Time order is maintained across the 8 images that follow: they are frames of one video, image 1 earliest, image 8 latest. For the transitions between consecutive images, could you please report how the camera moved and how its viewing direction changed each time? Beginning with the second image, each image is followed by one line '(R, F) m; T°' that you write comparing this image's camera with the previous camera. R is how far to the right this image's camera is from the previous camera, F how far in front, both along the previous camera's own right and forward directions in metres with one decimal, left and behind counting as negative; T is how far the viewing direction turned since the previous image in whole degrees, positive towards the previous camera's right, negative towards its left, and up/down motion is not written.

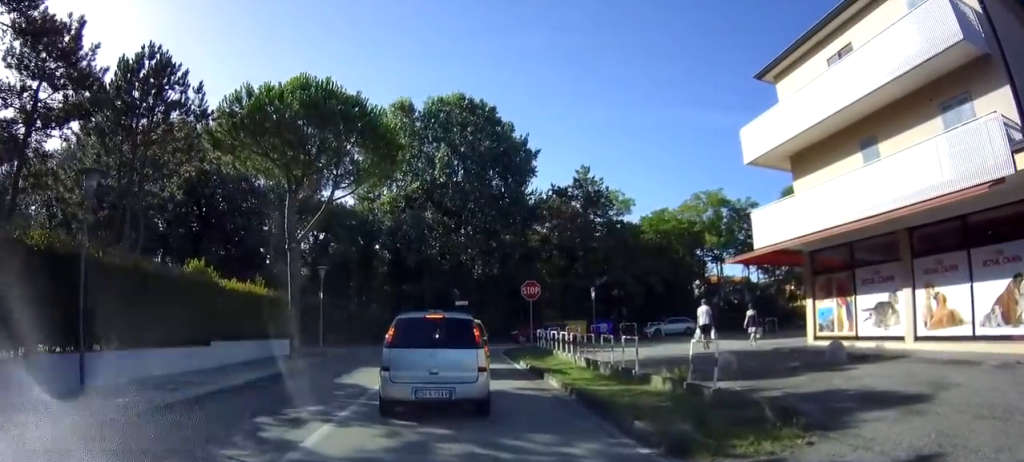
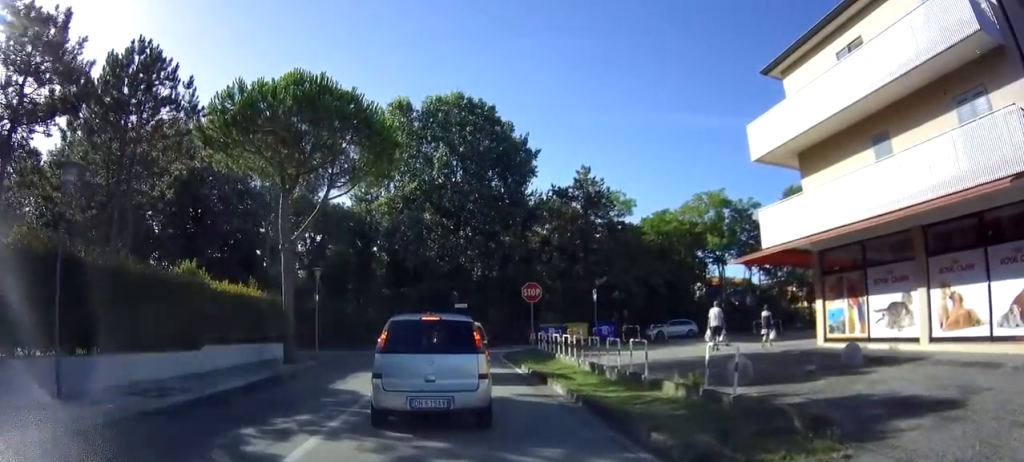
(0.0, +0.6) m; 0°
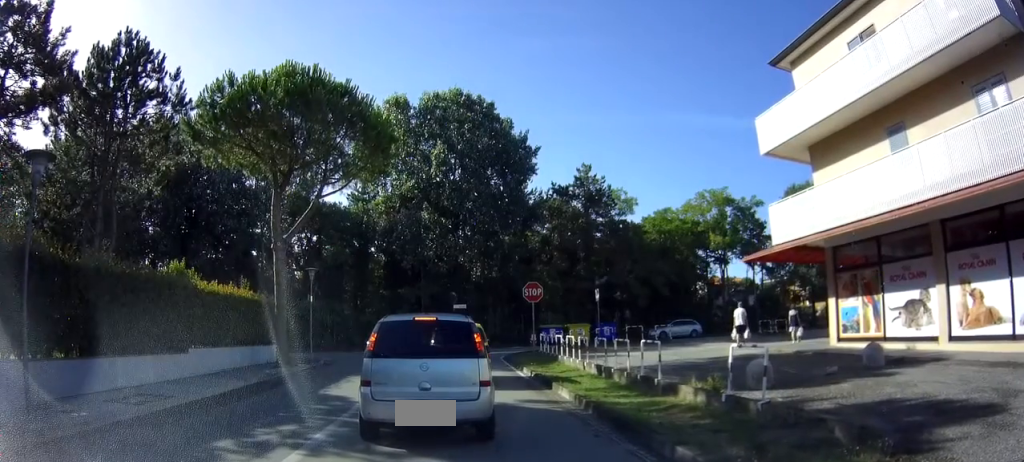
(+0.1, +0.7) m; 0°
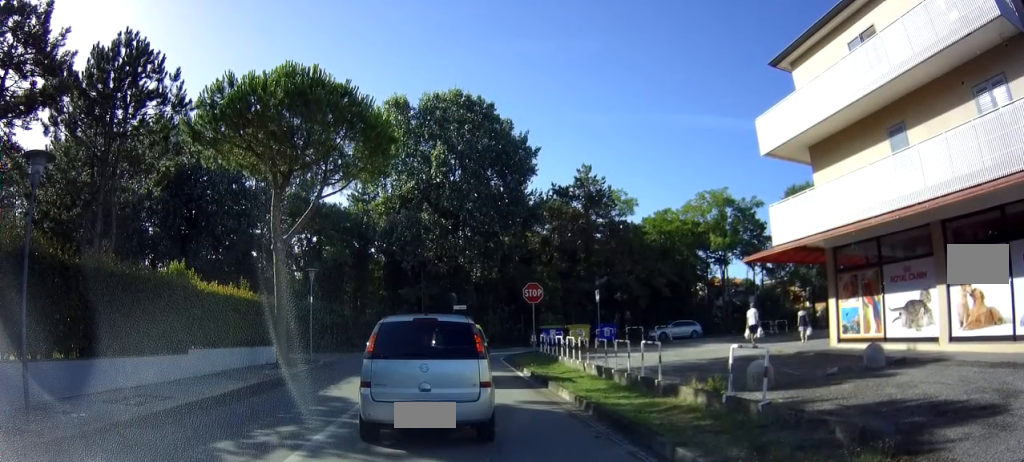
(0.0, 0.0) m; 0°
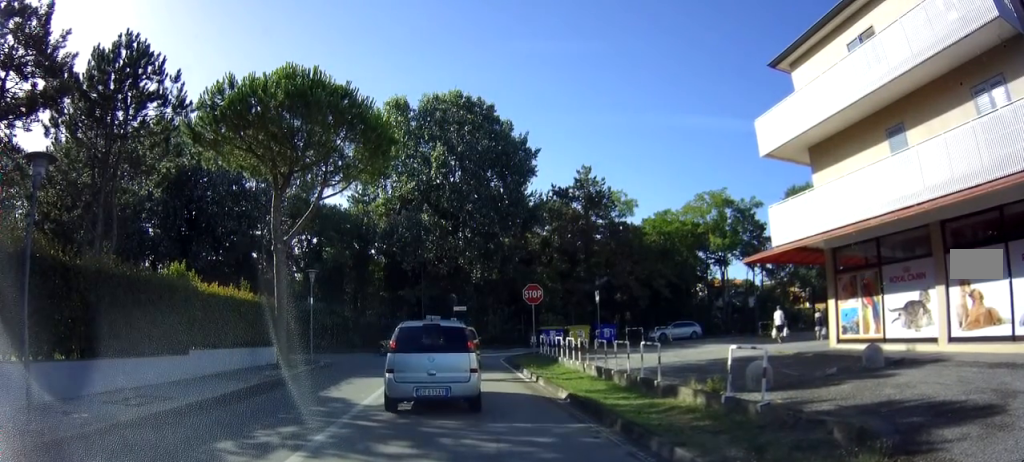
(0.0, 0.0) m; 0°
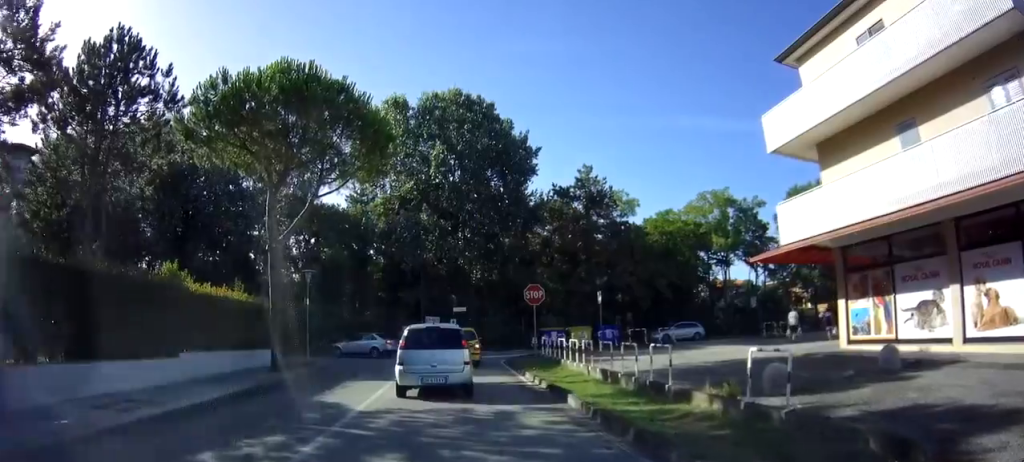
(0.0, +0.3) m; 0°
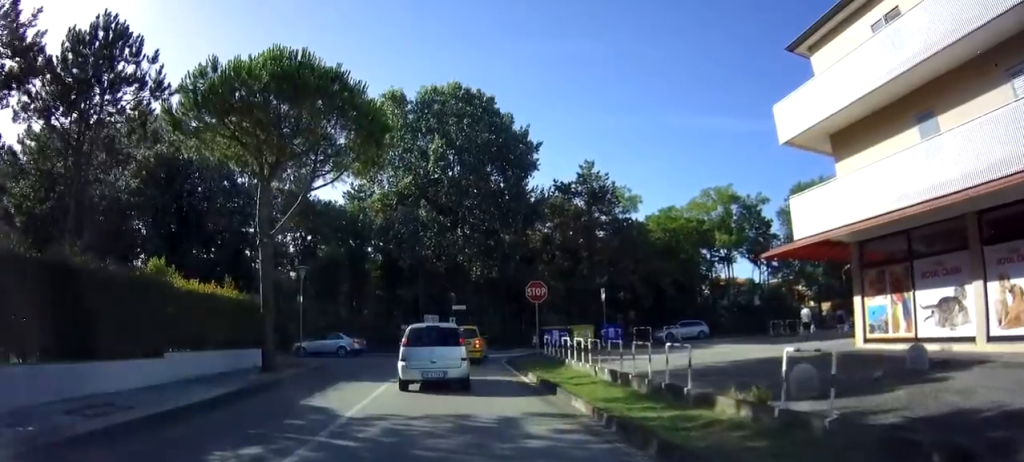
(0.0, +0.3) m; 0°
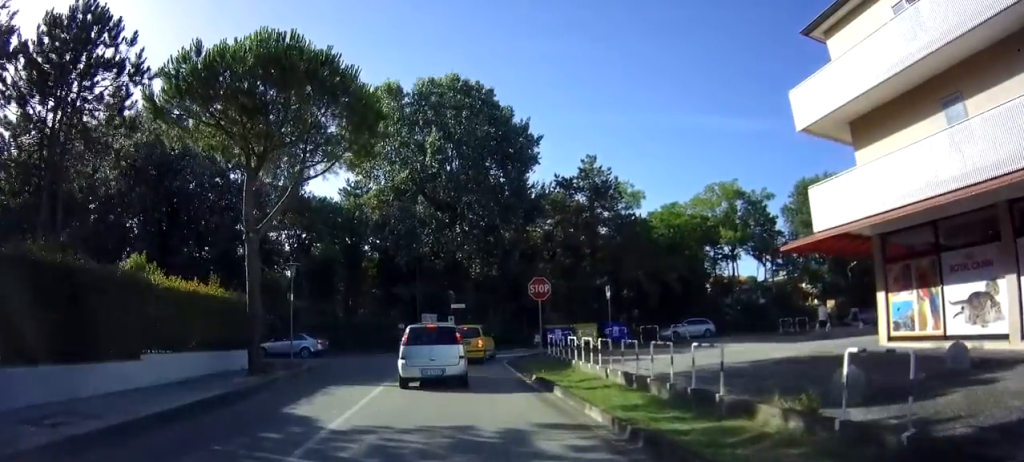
(-0.2, +0.8) m; -5°
